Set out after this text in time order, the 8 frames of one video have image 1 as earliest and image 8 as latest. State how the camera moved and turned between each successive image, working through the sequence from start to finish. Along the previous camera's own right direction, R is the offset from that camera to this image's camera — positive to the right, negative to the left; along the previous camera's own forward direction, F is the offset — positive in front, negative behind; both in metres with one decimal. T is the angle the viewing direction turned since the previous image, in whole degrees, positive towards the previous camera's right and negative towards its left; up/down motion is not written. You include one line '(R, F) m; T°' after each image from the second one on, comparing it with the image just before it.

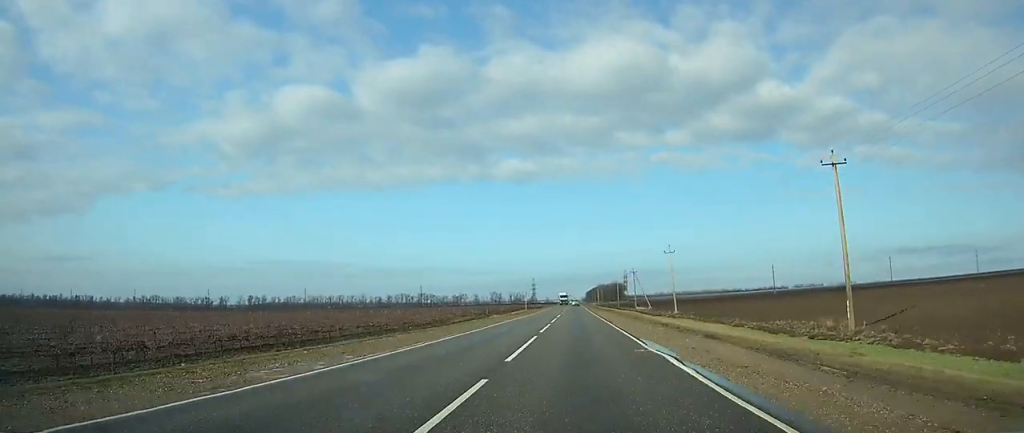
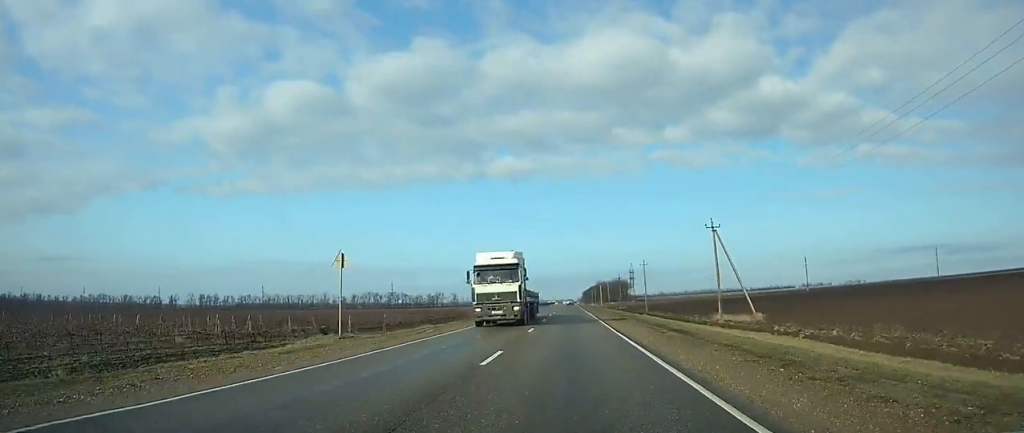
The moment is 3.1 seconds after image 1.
(-0.1, +79.3) m; 0°
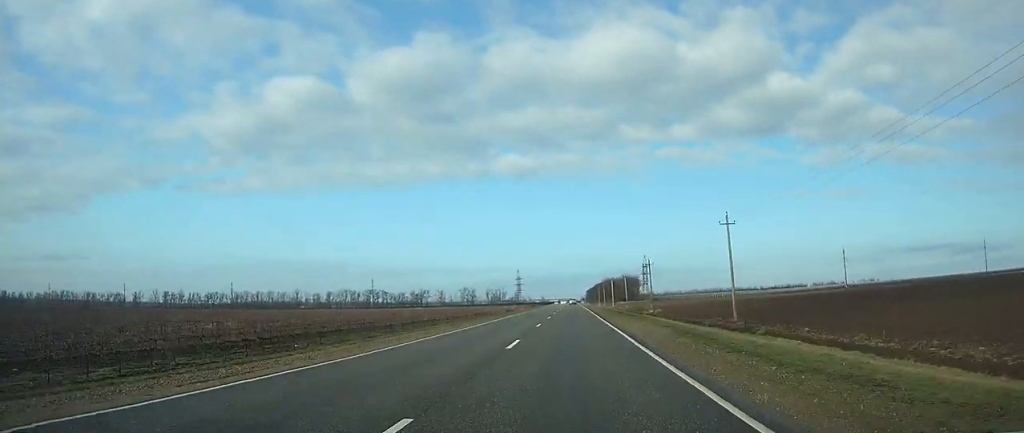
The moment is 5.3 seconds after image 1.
(-0.1, +56.0) m; 0°
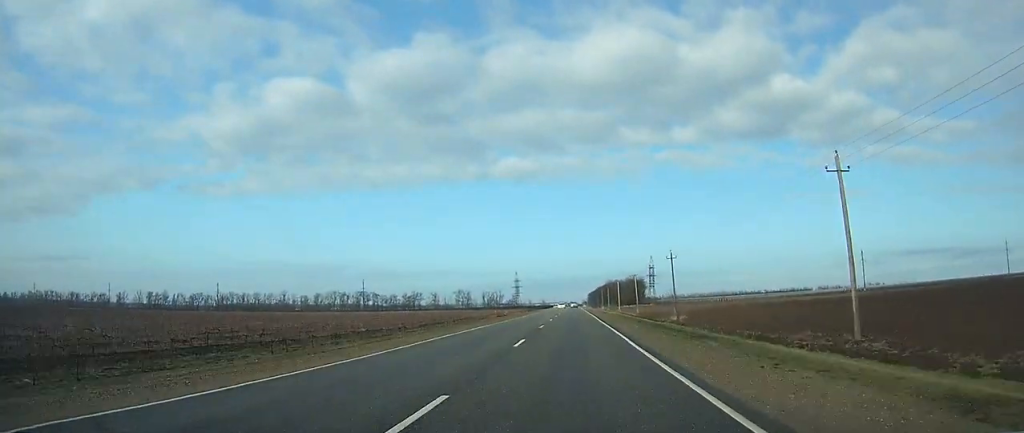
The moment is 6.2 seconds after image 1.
(0.0, +22.1) m; 0°
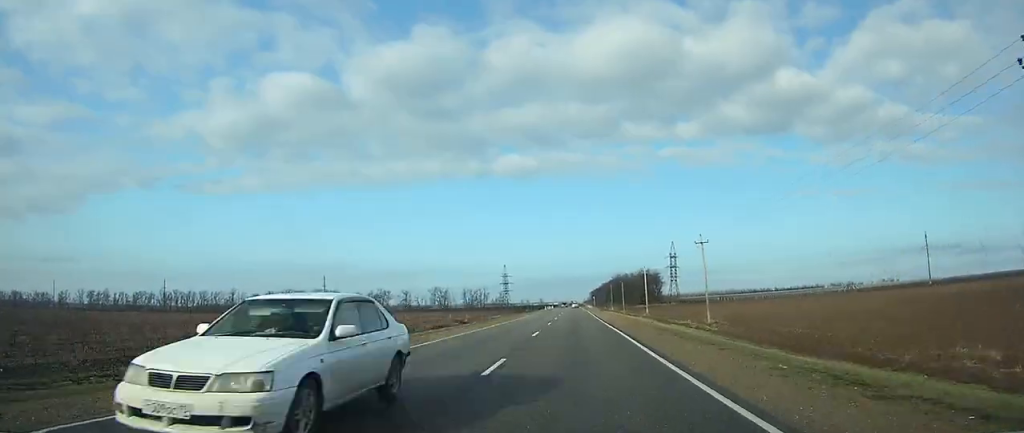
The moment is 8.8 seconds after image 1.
(-0.1, +66.8) m; 0°
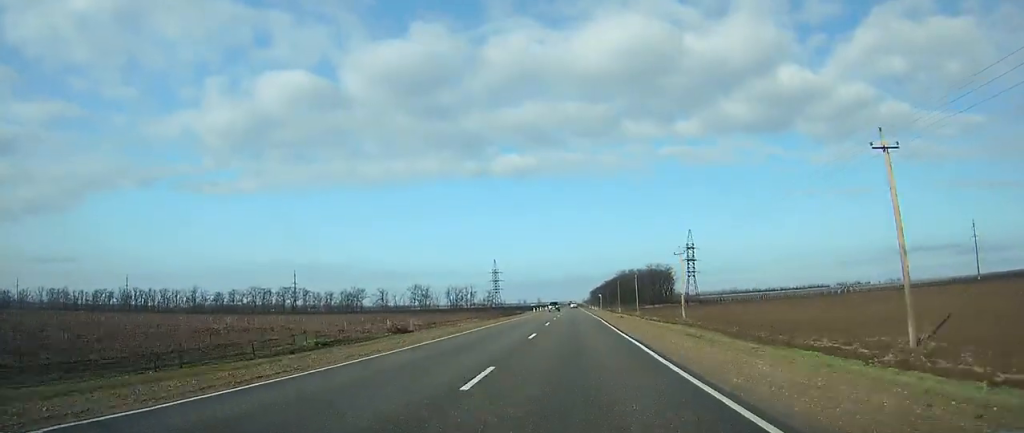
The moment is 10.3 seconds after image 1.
(0.0, +38.0) m; 0°
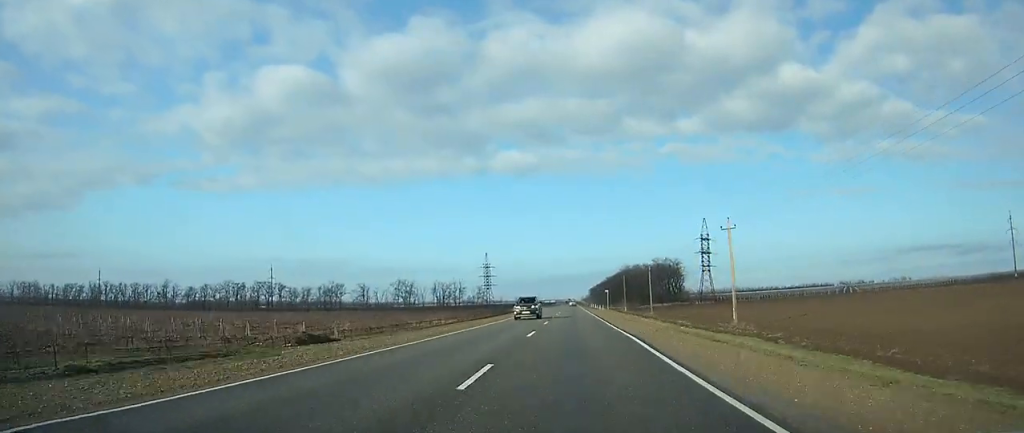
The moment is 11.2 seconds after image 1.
(0.0, +24.2) m; 0°
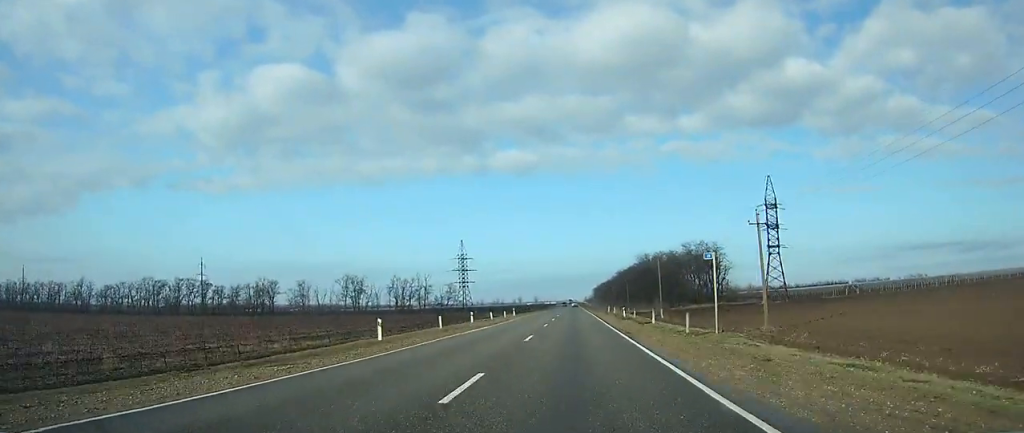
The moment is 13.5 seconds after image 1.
(0.0, +60.9) m; 0°
